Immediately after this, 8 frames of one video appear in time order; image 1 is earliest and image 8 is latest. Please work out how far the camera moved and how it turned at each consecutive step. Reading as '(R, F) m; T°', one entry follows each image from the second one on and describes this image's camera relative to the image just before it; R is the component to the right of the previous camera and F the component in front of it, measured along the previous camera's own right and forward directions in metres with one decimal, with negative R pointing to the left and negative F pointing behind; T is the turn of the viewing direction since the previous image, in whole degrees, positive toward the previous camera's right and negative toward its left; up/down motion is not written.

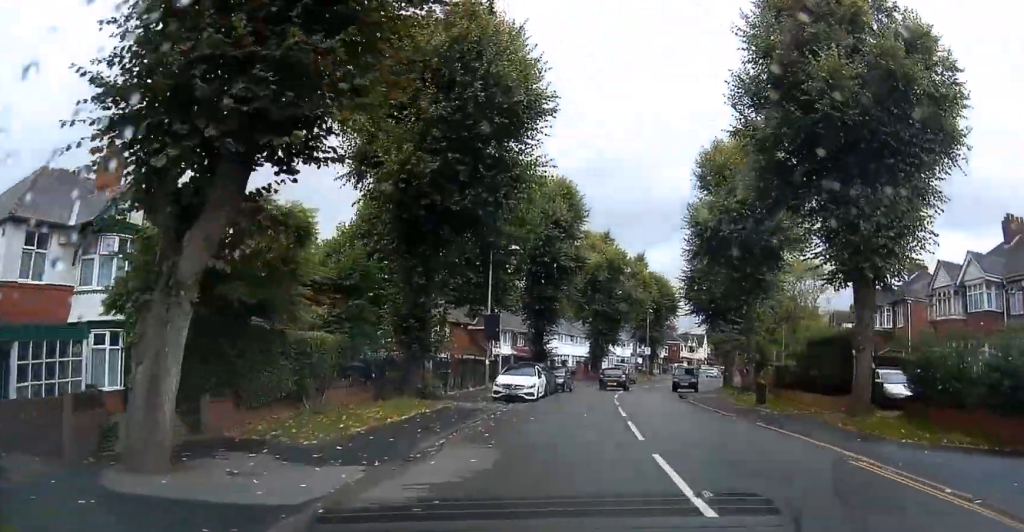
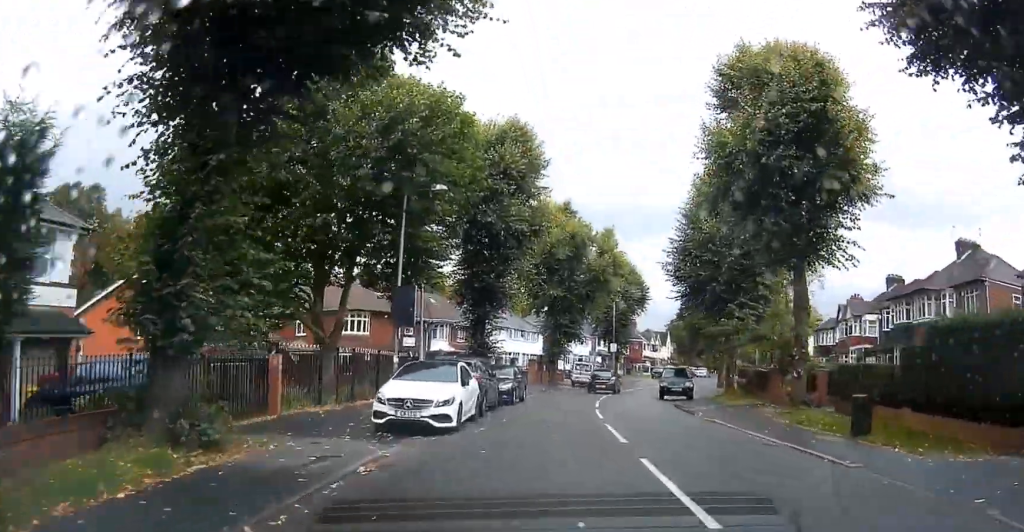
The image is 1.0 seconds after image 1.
(+0.5, +12.6) m; +4°
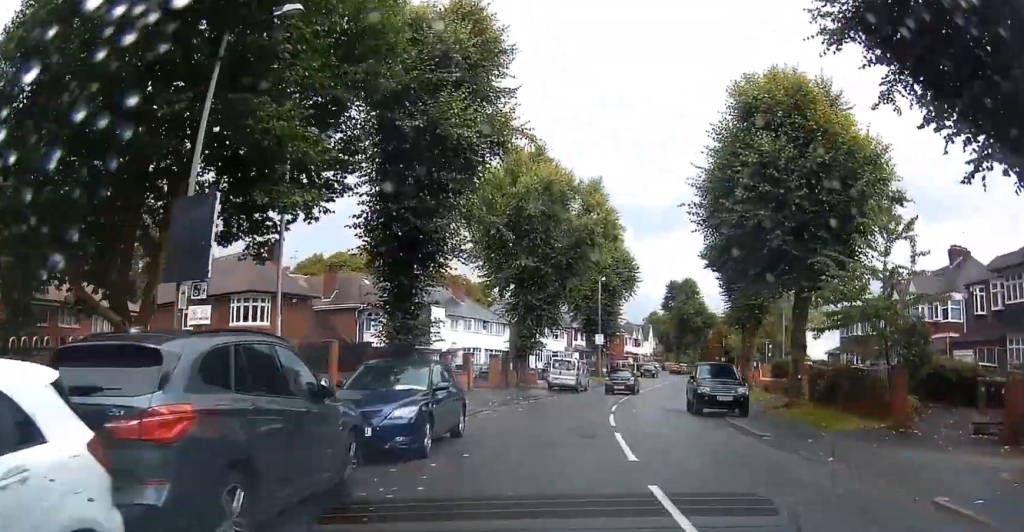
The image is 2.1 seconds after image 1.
(+0.5, +13.8) m; +3°
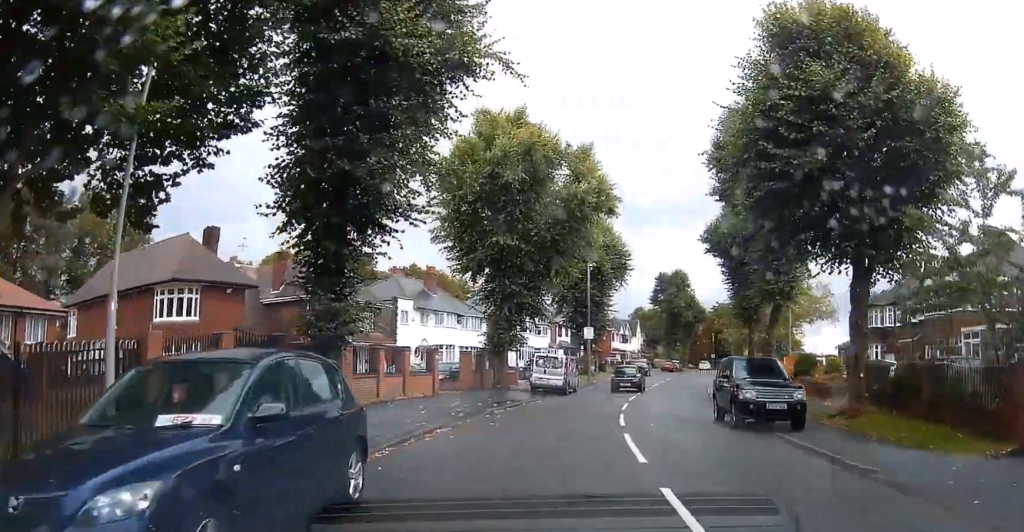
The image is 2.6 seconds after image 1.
(0.0, +6.2) m; +2°
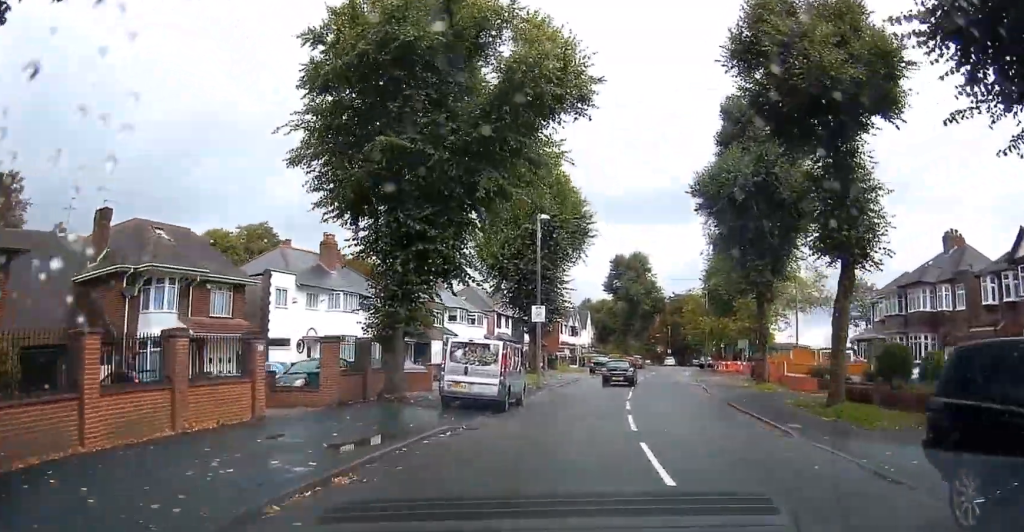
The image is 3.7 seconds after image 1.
(+0.5, +13.6) m; +5°
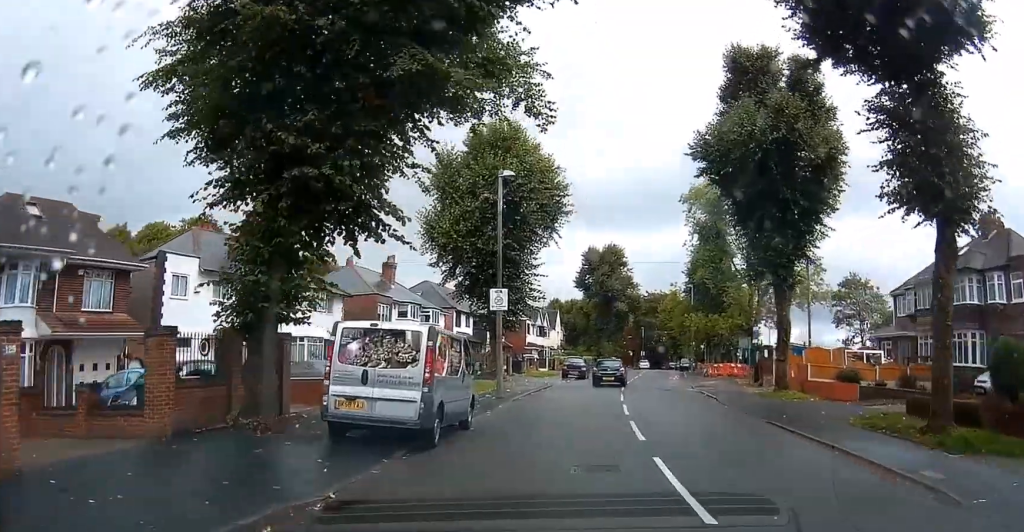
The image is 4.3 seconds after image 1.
(+0.3, +7.5) m; +2°
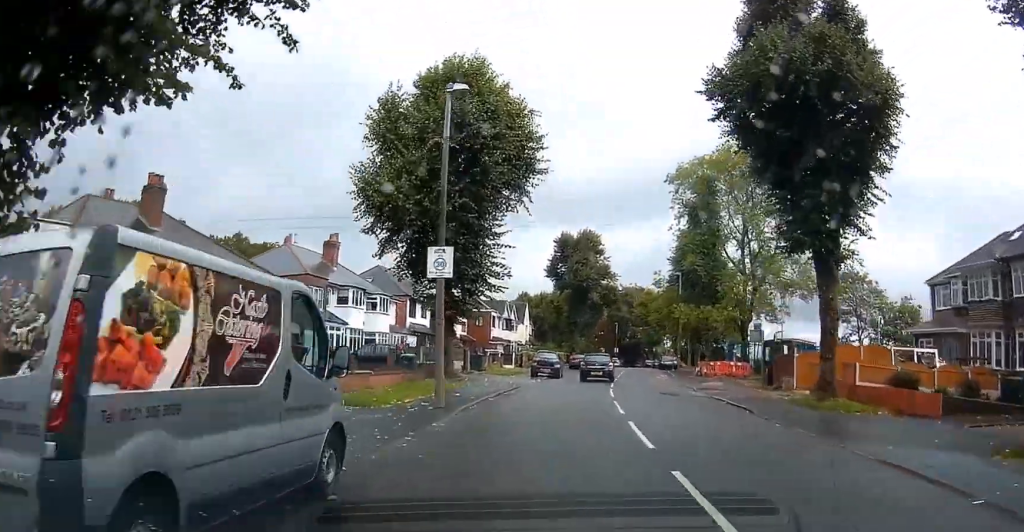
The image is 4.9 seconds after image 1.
(0.0, +7.6) m; +3°
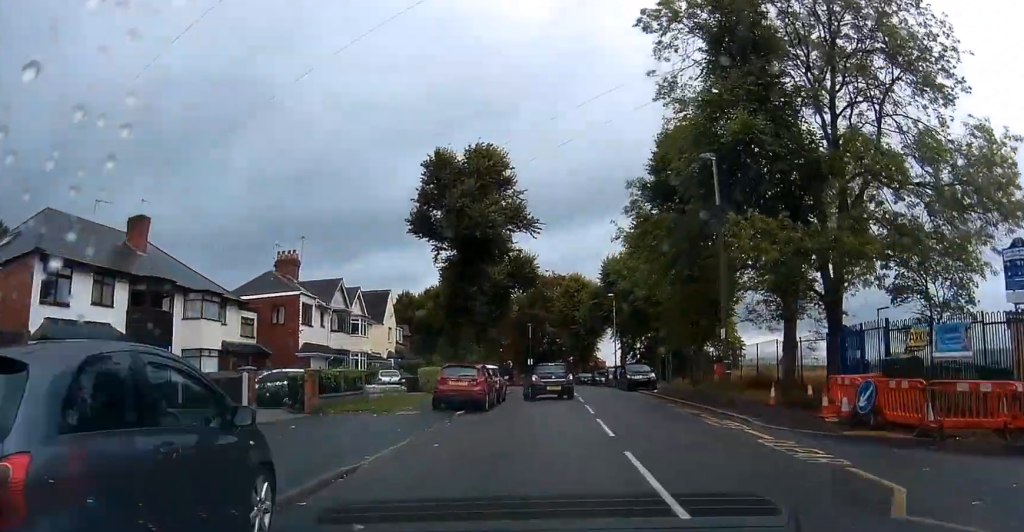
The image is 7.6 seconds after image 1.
(+3.4, +33.5) m; +9°
